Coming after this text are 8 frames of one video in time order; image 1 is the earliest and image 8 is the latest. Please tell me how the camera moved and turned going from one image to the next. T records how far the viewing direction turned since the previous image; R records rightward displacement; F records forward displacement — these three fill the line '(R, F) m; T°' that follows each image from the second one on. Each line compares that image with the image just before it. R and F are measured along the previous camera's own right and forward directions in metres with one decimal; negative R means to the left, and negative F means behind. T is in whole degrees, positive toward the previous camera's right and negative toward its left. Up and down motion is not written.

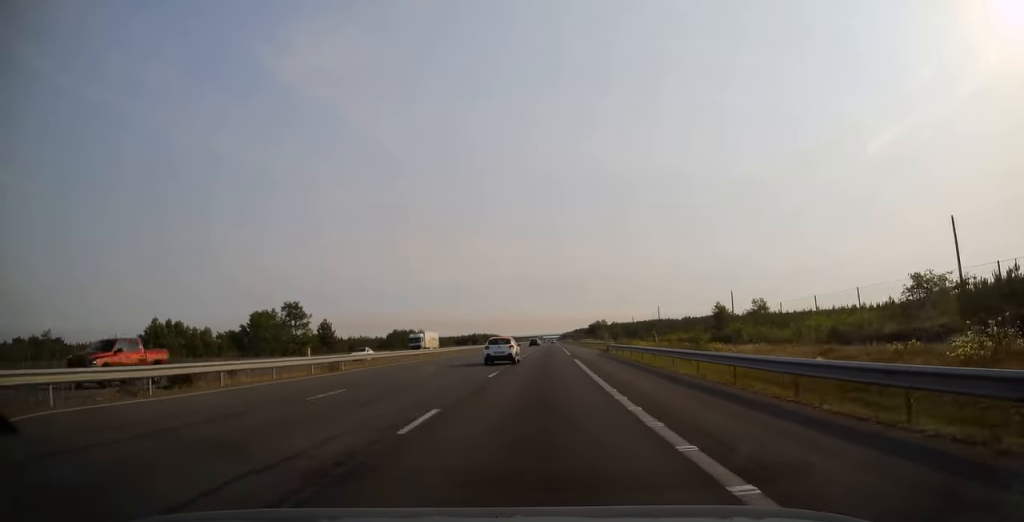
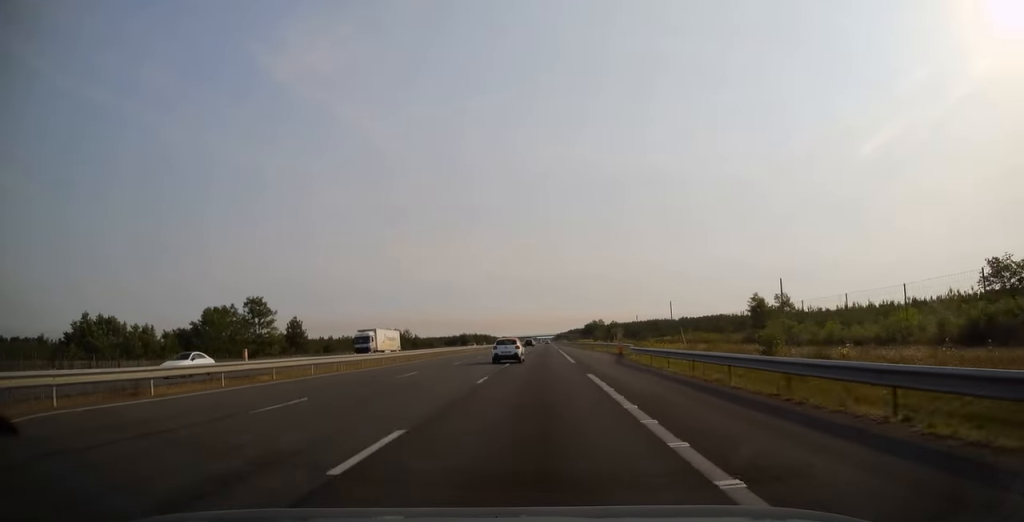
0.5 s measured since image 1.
(+0.2, +15.9) m; 0°
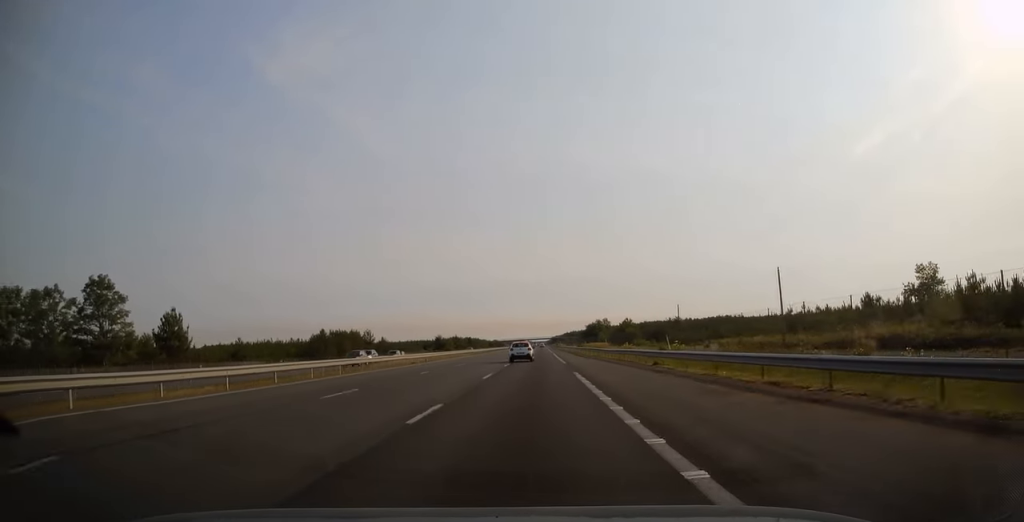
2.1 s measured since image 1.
(+0.1, +47.6) m; 0°
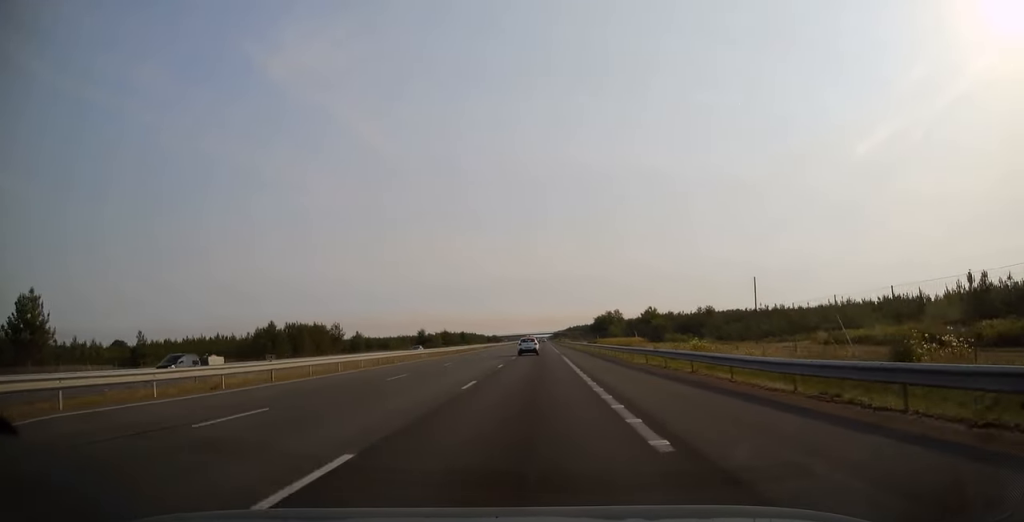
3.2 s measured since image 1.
(0.0, +32.6) m; 0°
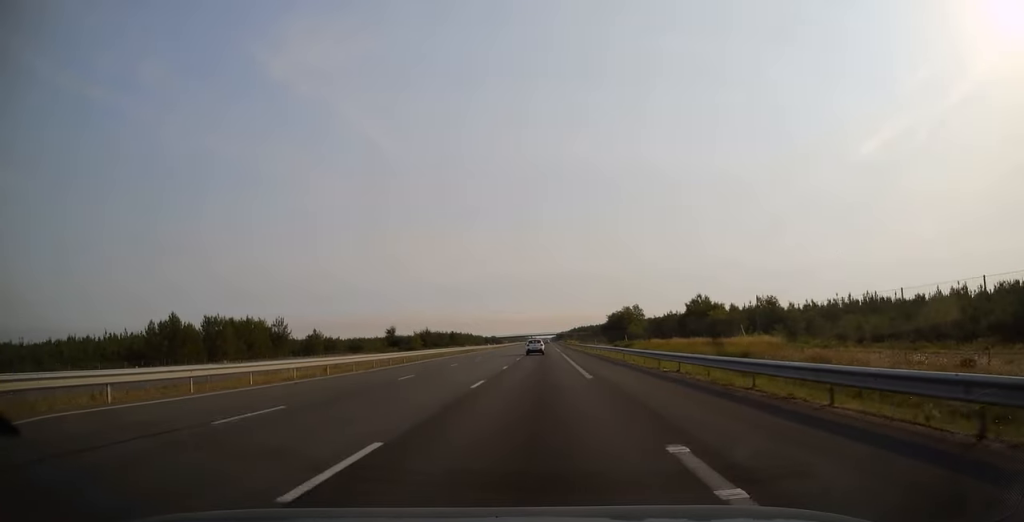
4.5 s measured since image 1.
(-0.1, +38.4) m; -1°
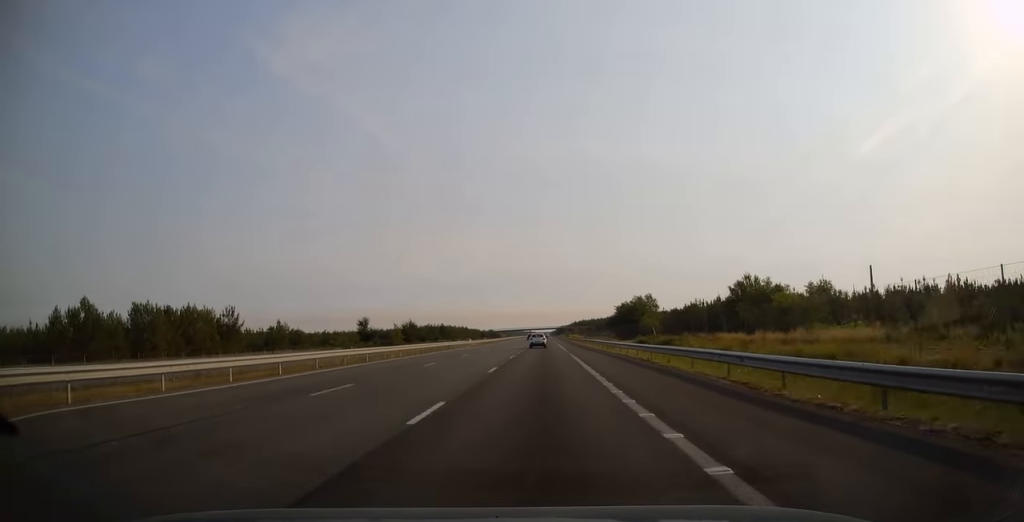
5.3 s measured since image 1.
(-0.1, +21.7) m; 0°
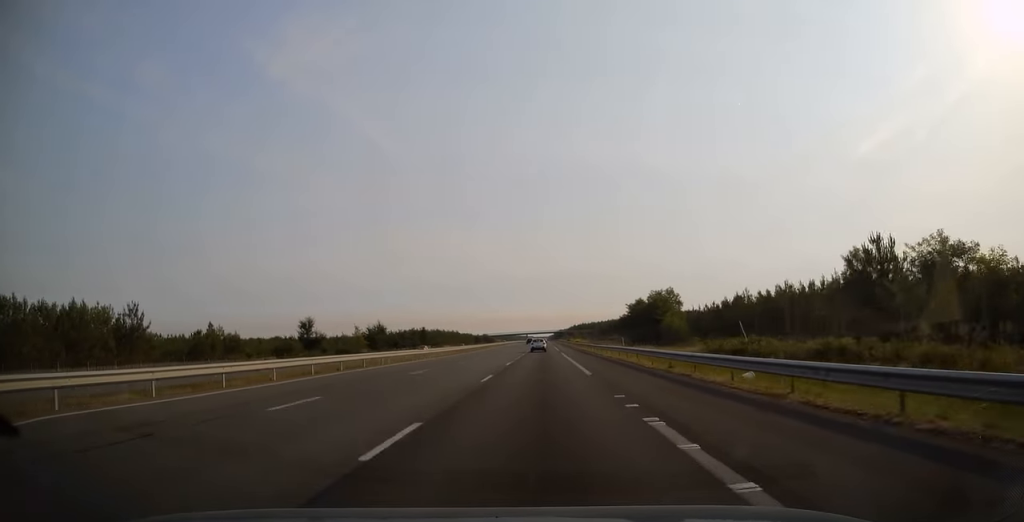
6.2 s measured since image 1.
(+0.1, +28.6) m; 0°
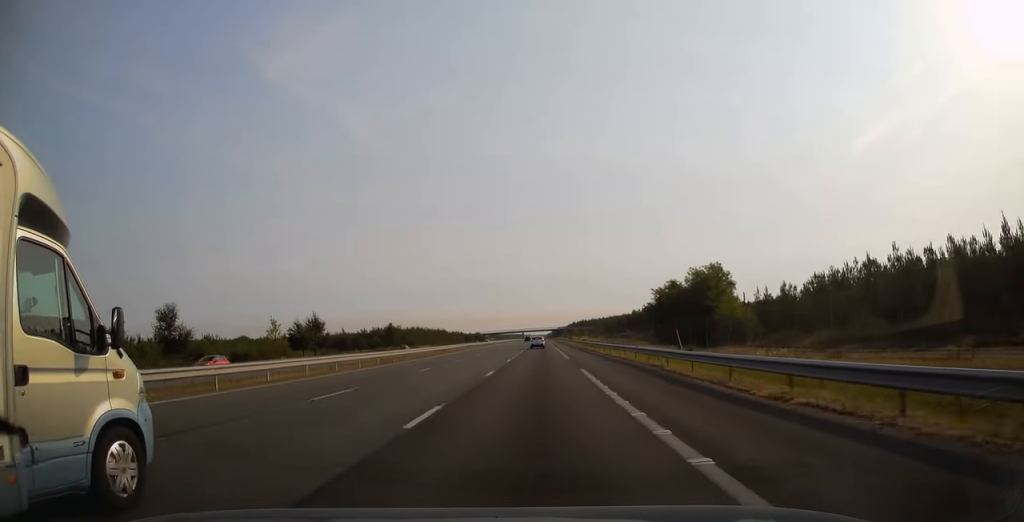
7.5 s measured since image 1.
(+0.2, +36.4) m; 0°
